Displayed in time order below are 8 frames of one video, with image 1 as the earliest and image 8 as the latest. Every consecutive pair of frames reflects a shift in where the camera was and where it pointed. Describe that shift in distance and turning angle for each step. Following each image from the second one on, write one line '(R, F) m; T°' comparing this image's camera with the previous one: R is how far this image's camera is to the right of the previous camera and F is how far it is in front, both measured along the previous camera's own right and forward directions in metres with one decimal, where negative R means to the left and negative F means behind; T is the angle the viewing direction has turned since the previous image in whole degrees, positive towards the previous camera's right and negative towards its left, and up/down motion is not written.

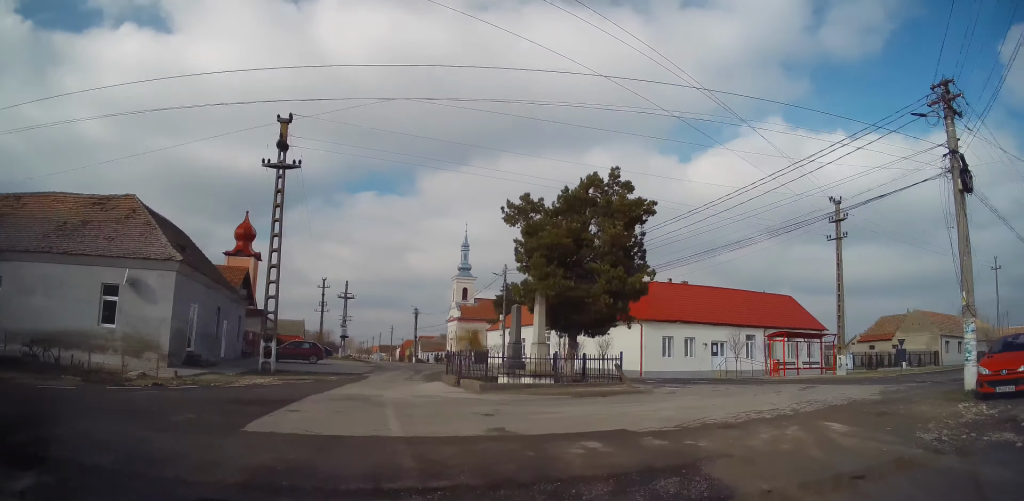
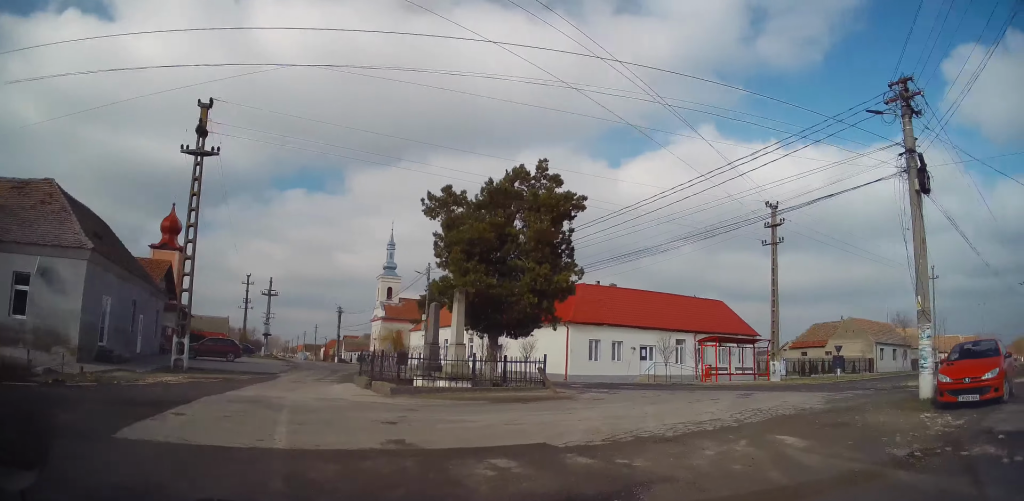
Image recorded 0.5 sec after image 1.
(+0.1, +1.4) m; +10°
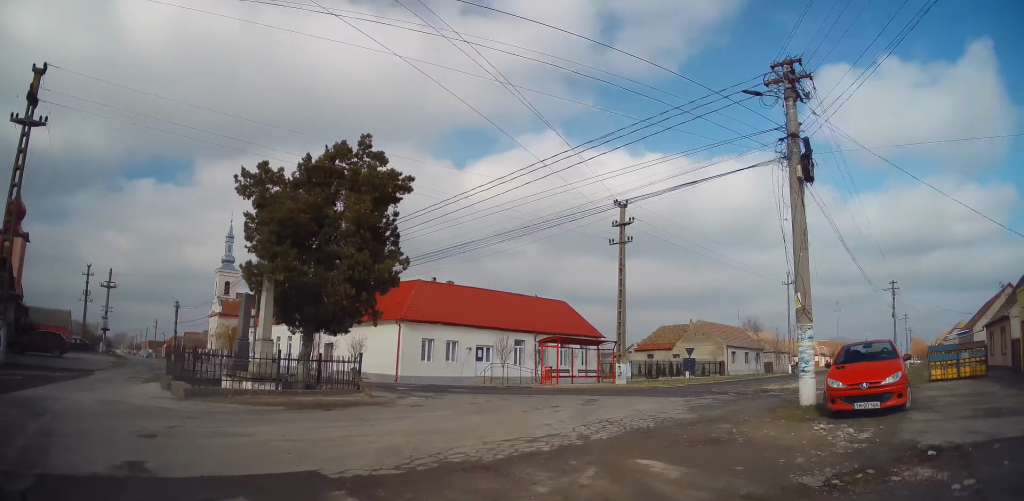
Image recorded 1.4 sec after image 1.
(+0.4, +2.0) m; +7°
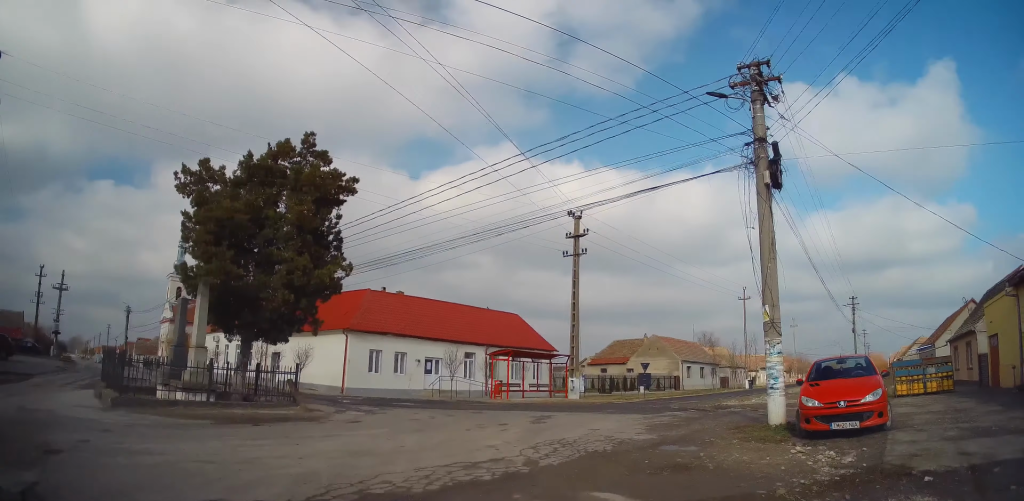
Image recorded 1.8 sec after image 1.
(+0.1, +1.0) m; +2°
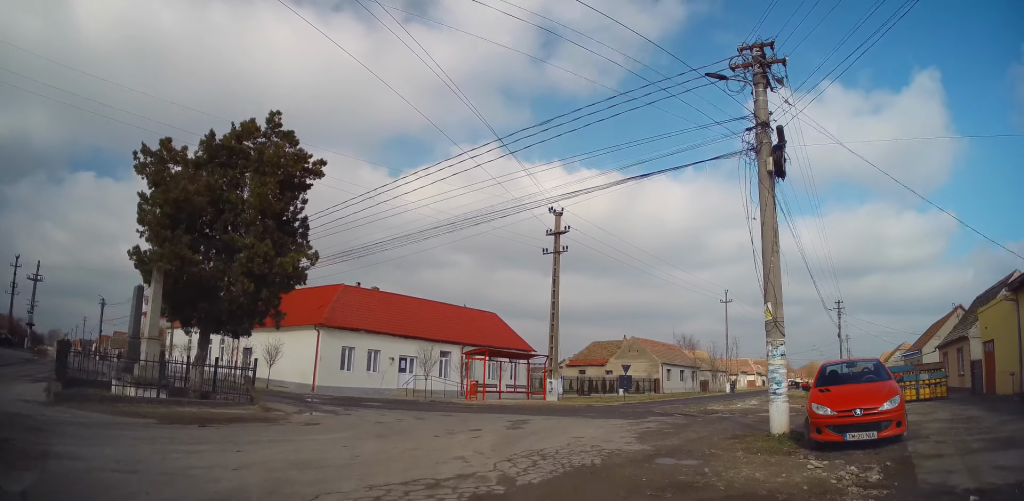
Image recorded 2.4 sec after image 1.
(-0.2, +1.2) m; +2°
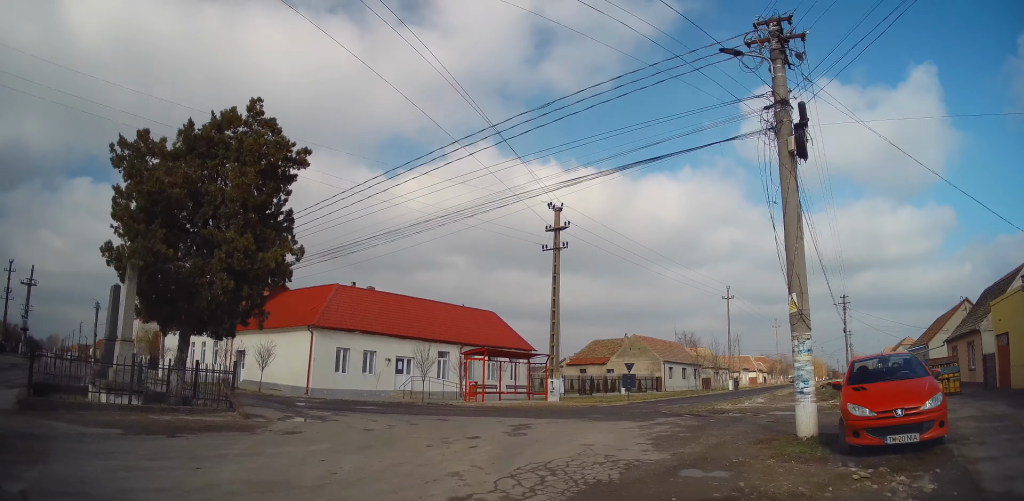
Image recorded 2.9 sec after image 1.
(0.0, +1.0) m; +2°
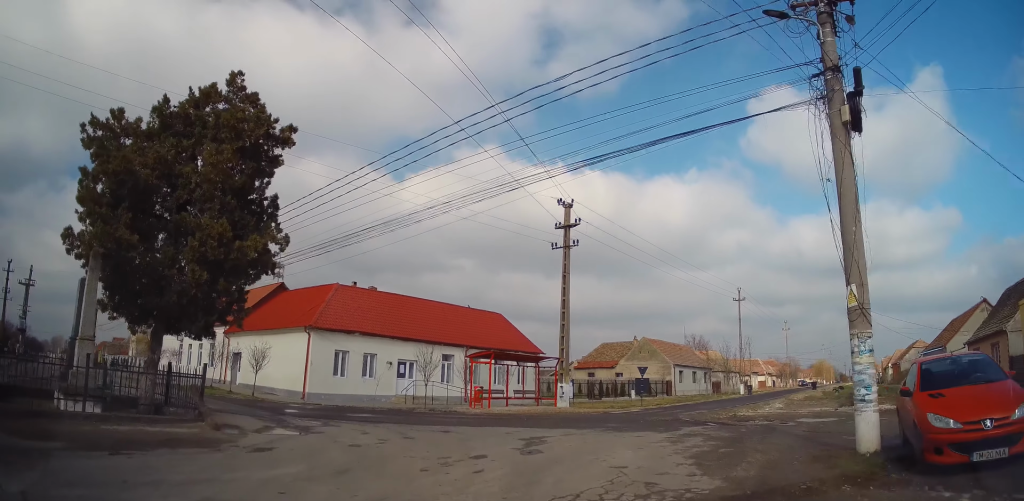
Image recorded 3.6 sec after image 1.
(+0.3, +1.4) m; +4°
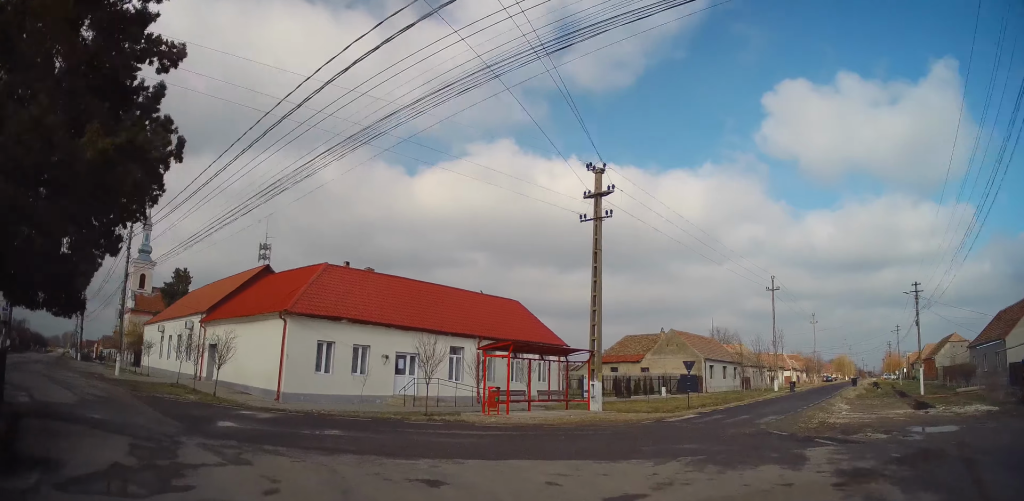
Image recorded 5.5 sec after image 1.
(-0.3, +4.6) m; -4°
